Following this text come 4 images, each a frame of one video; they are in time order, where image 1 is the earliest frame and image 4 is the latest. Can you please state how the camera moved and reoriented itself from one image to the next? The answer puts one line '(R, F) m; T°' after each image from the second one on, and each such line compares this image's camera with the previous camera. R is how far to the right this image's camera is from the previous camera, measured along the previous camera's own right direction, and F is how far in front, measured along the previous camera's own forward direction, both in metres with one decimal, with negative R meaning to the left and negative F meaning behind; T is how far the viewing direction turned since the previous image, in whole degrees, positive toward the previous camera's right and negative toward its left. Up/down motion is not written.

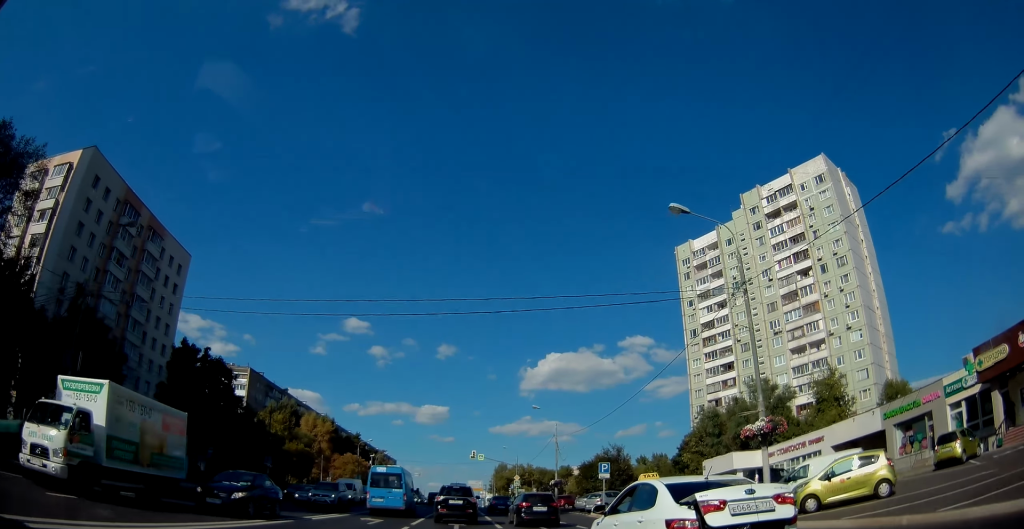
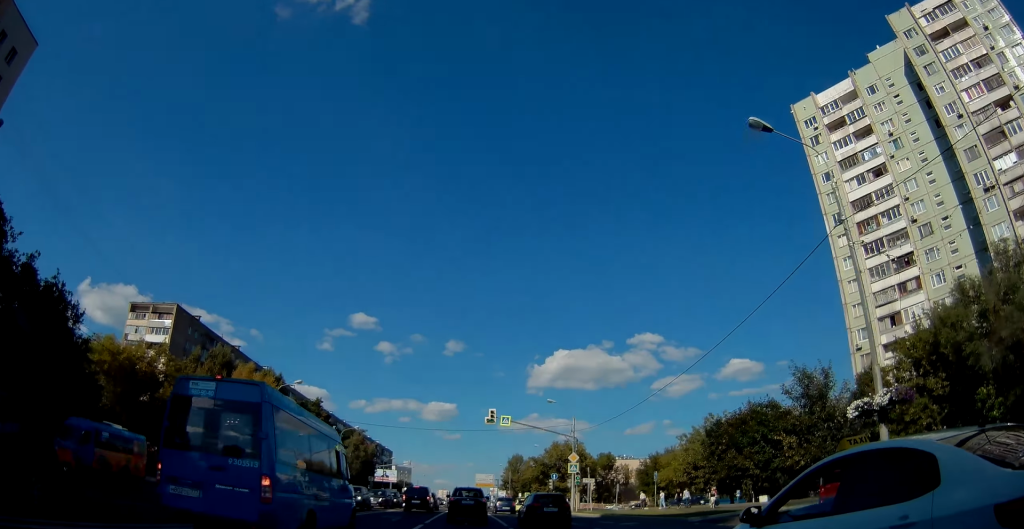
(-0.3, +45.7) m; -1°
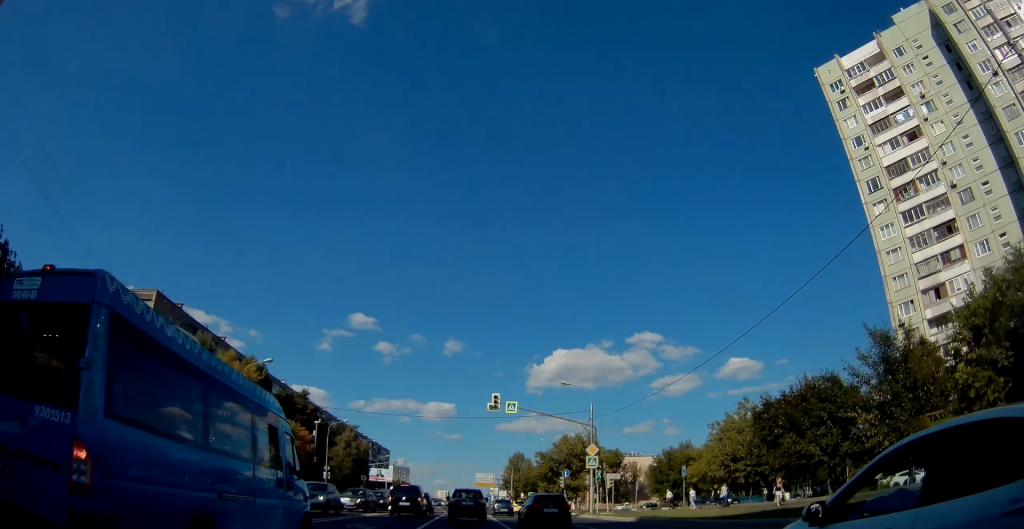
(0.0, +8.0) m; 0°
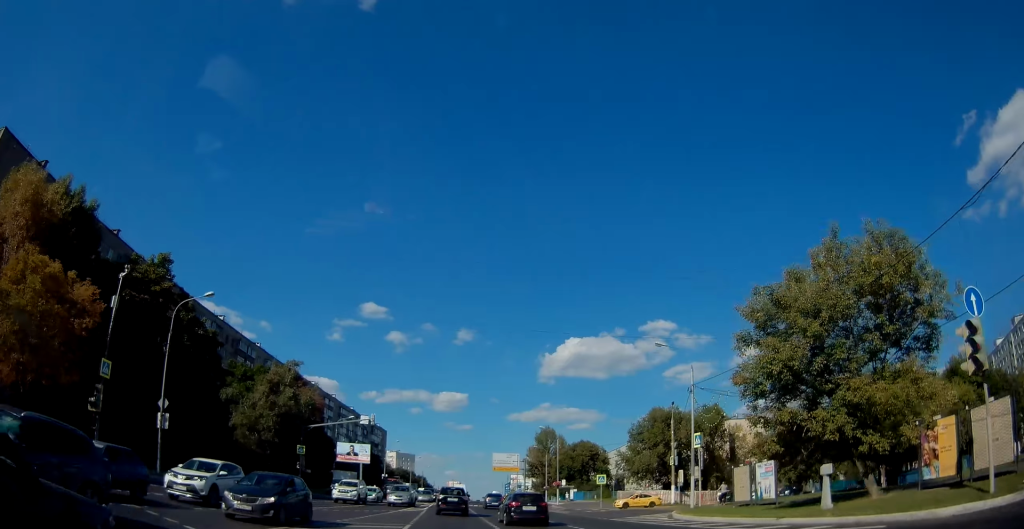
(+0.6, +49.4) m; -1°
